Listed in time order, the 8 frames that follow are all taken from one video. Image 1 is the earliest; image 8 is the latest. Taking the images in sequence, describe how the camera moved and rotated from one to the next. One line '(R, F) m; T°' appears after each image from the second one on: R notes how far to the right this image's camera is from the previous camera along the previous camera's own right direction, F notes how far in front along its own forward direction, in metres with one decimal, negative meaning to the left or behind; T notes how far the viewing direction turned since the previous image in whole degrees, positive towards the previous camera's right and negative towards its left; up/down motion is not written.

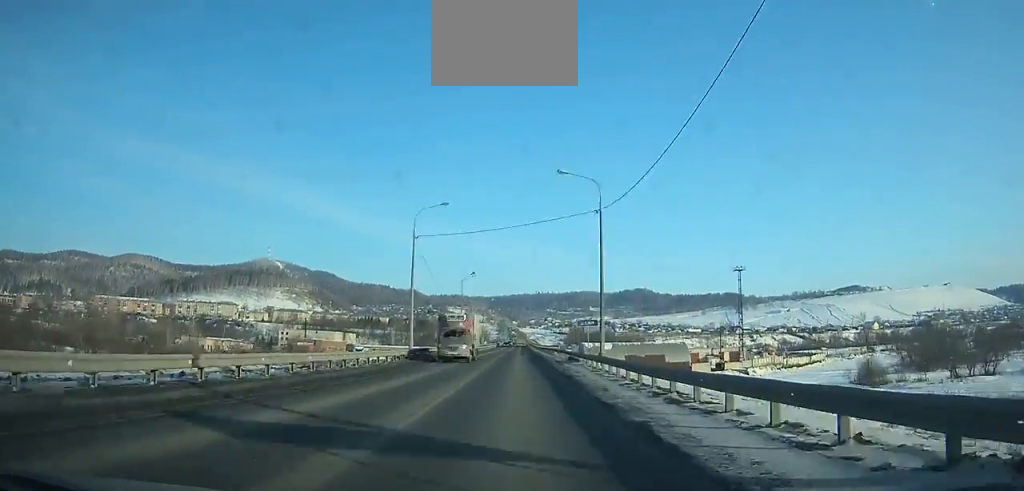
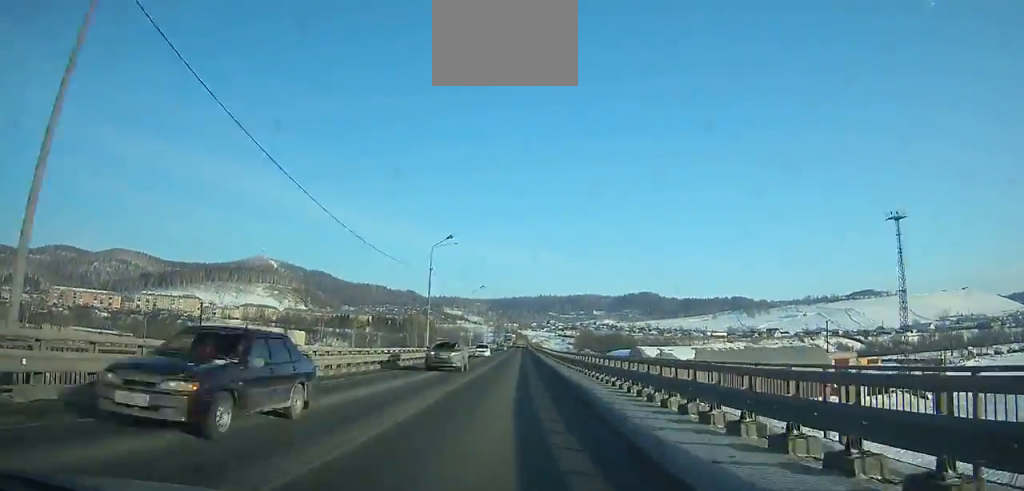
(0.0, +81.1) m; 0°
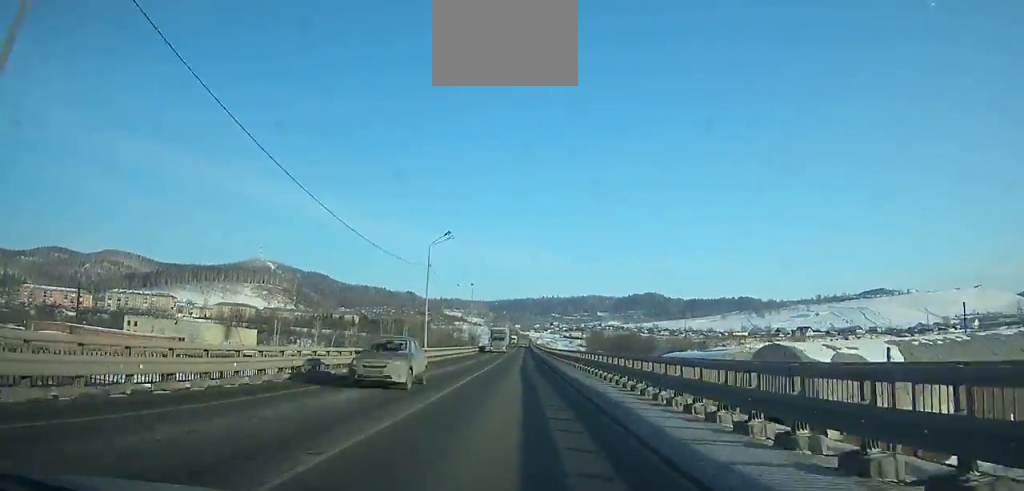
(-0.1, +51.2) m; 0°
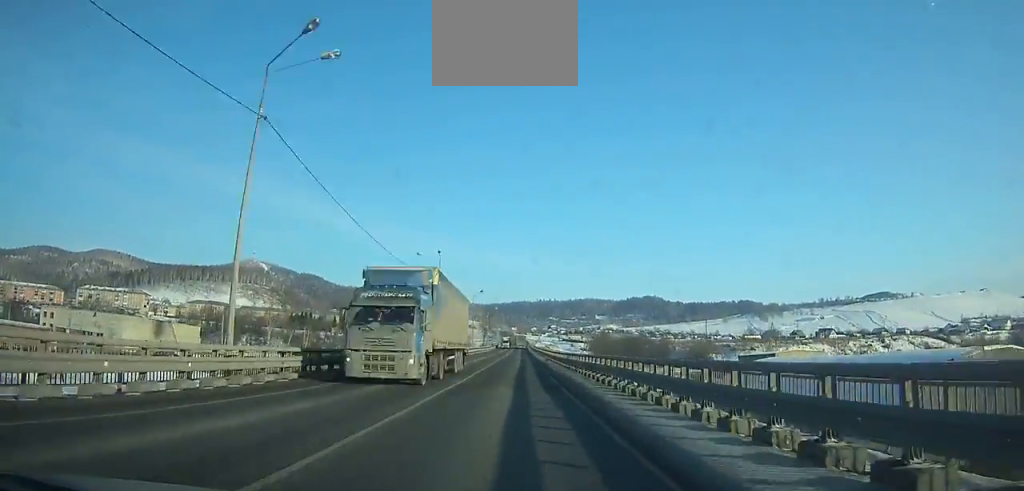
(0.0, +37.0) m; 0°
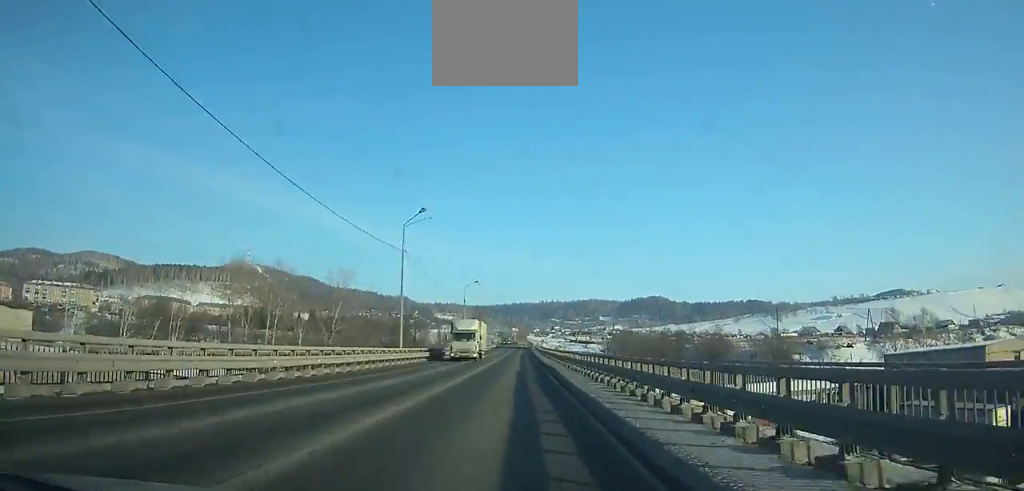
(0.0, +65.7) m; 0°
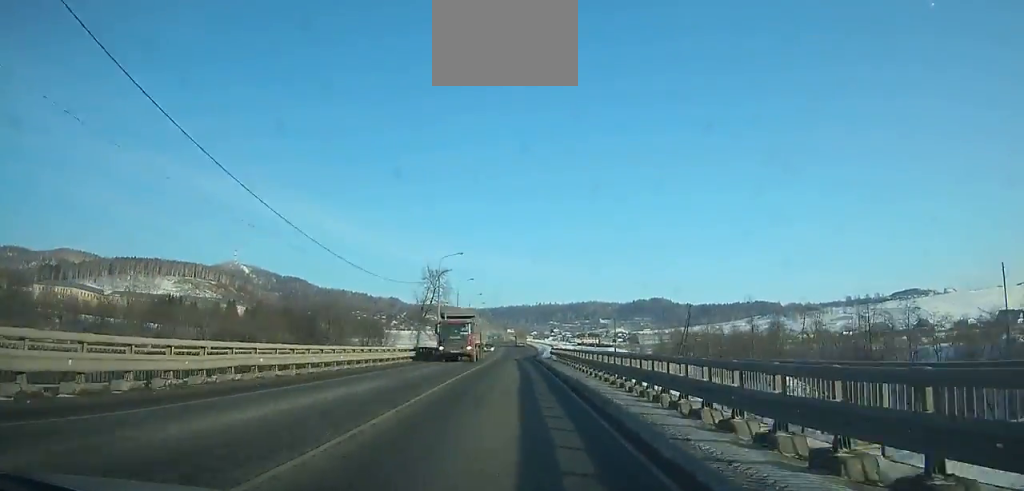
(+0.1, +91.5) m; 0°
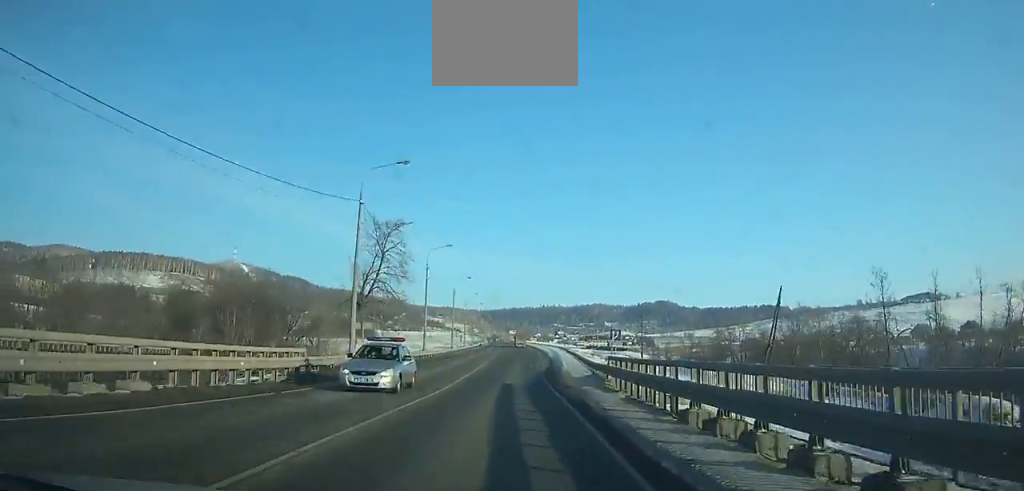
(-0.2, +38.4) m; 0°
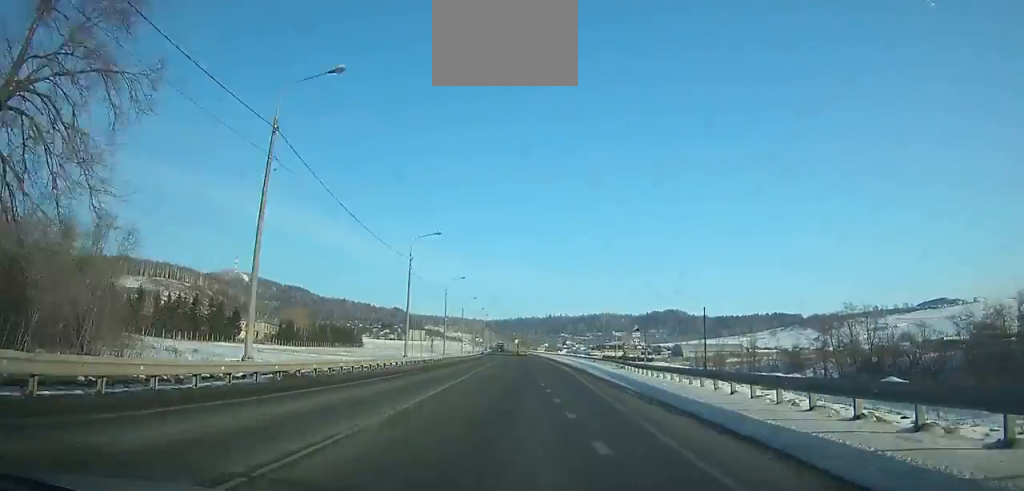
(-0.3, +49.0) m; -1°
